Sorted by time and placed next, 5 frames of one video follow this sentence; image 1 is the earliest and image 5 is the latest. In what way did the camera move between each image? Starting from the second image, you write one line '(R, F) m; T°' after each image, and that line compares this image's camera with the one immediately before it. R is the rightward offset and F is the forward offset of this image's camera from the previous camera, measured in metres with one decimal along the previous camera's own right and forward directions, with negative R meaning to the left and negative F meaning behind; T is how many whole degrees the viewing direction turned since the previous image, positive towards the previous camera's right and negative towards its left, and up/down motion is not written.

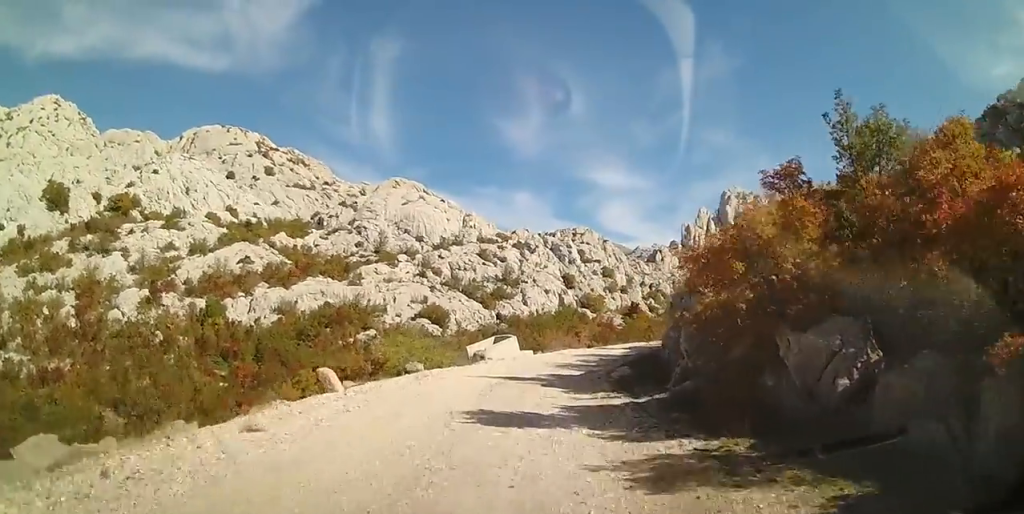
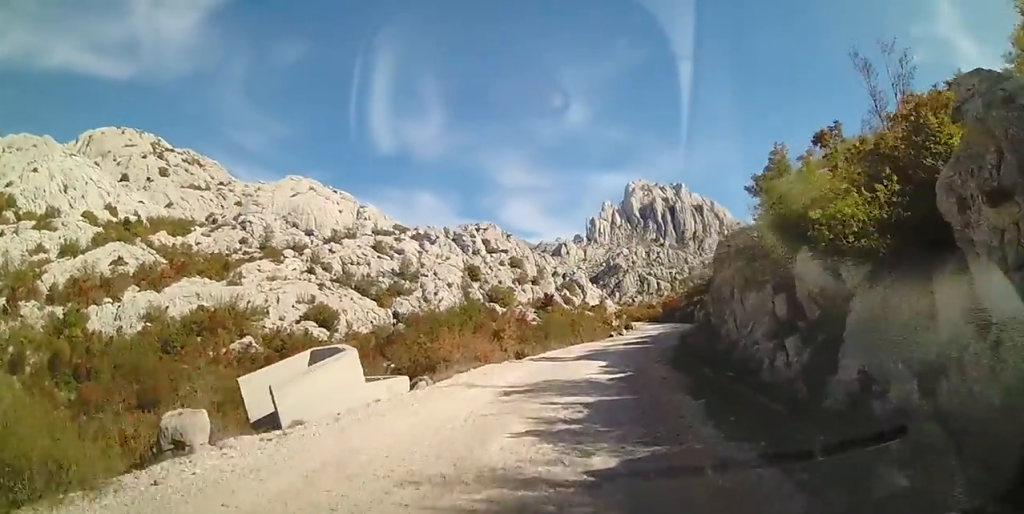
(+1.4, +16.6) m; +13°
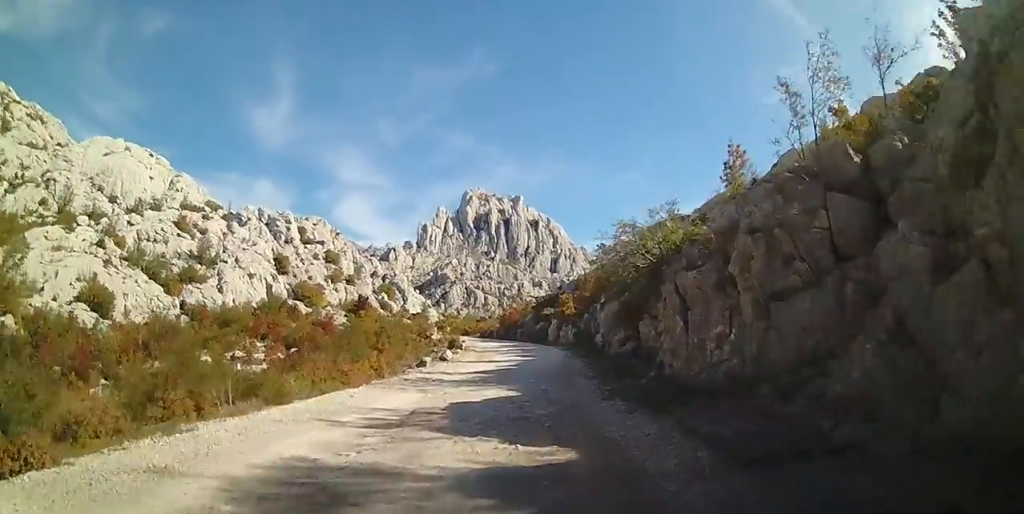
(+2.3, +17.9) m; +16°
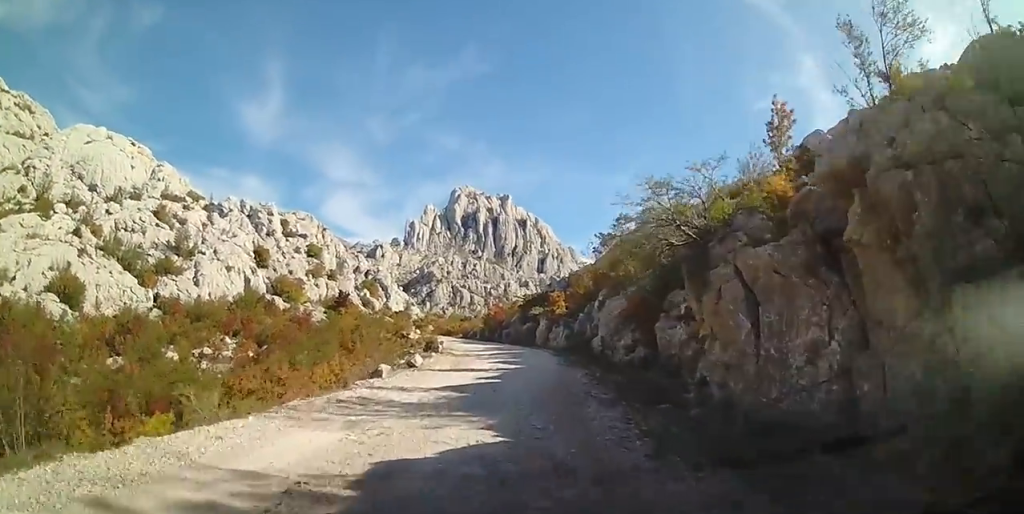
(+0.1, +3.9) m; +2°
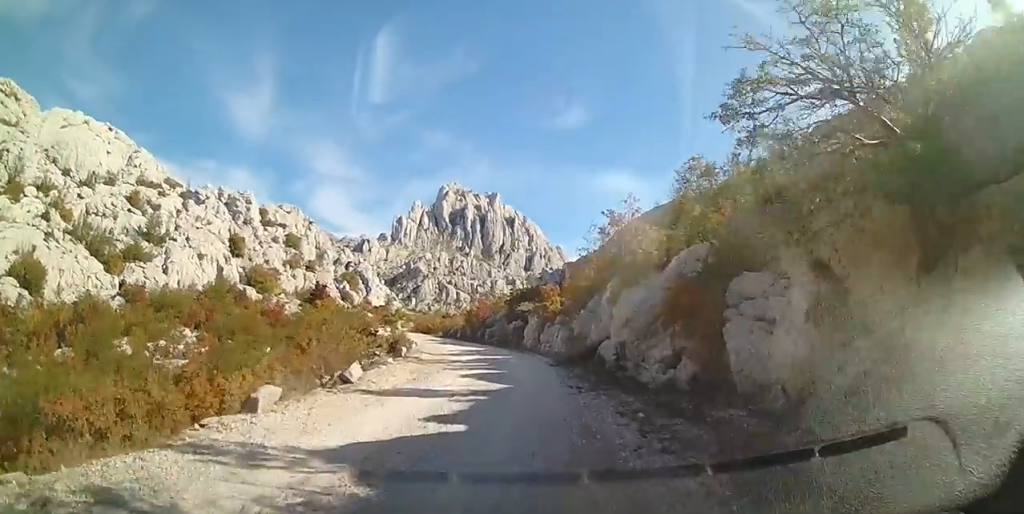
(+0.3, +5.9) m; 0°
